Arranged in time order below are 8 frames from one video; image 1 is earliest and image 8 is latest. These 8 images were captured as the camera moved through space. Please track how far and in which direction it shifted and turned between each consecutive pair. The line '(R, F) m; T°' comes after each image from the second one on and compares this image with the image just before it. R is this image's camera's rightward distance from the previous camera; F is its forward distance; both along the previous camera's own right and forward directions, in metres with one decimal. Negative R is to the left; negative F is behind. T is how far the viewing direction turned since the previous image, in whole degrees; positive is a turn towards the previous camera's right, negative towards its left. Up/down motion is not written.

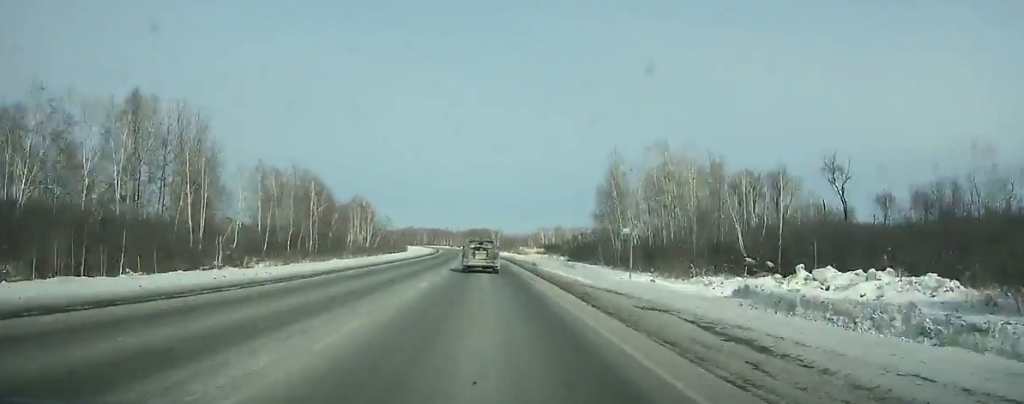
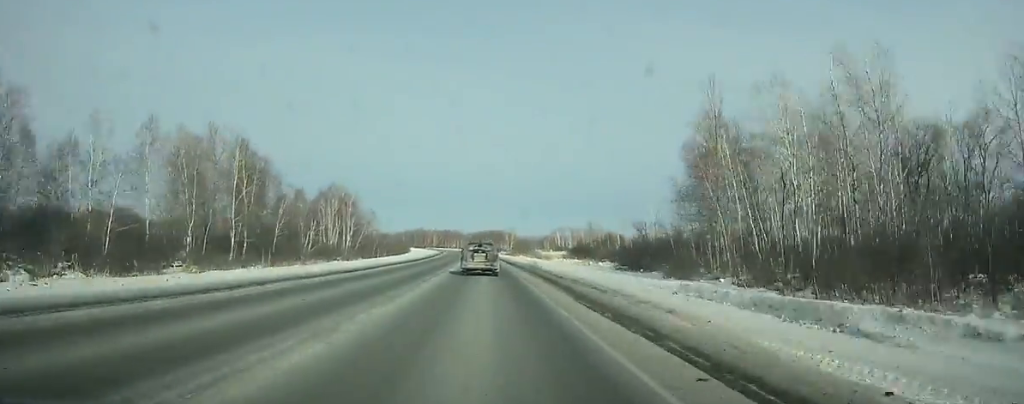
(-0.6, +34.1) m; -1°
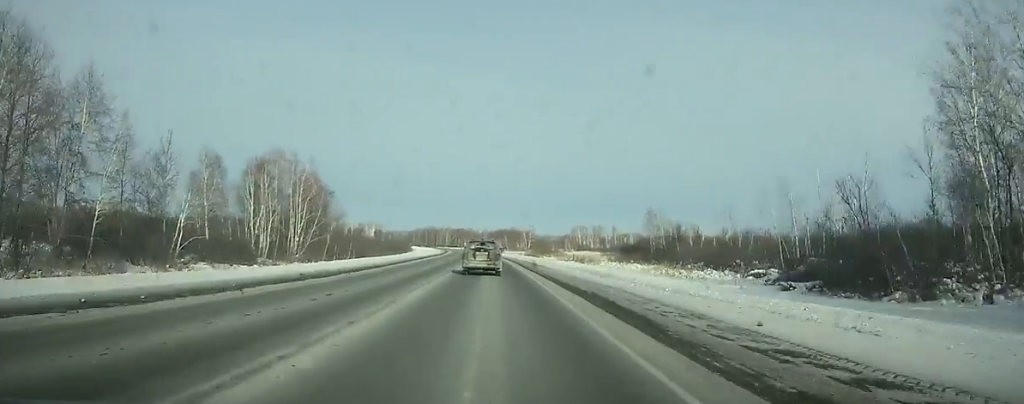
(-0.3, +39.0) m; -1°
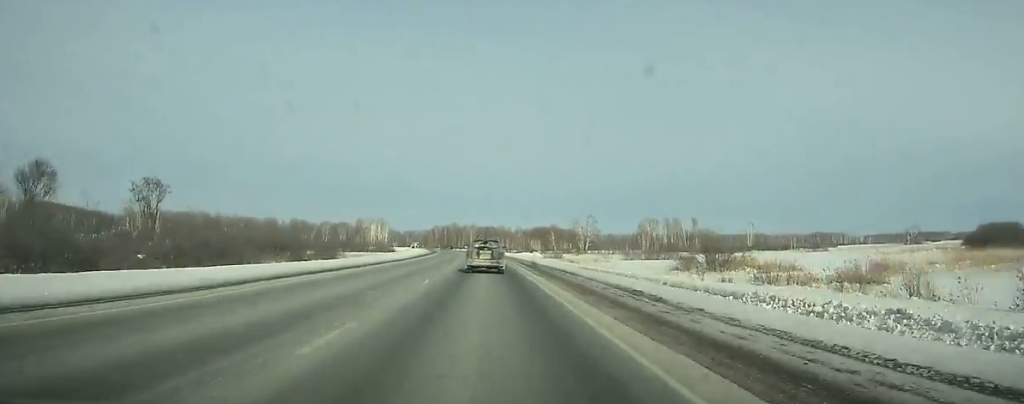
(-4.6, +141.7) m; -4°
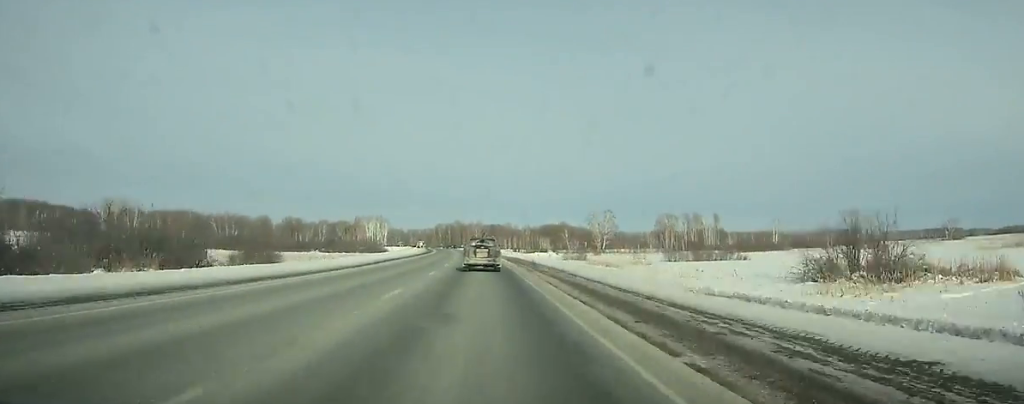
(-0.3, +28.2) m; -1°
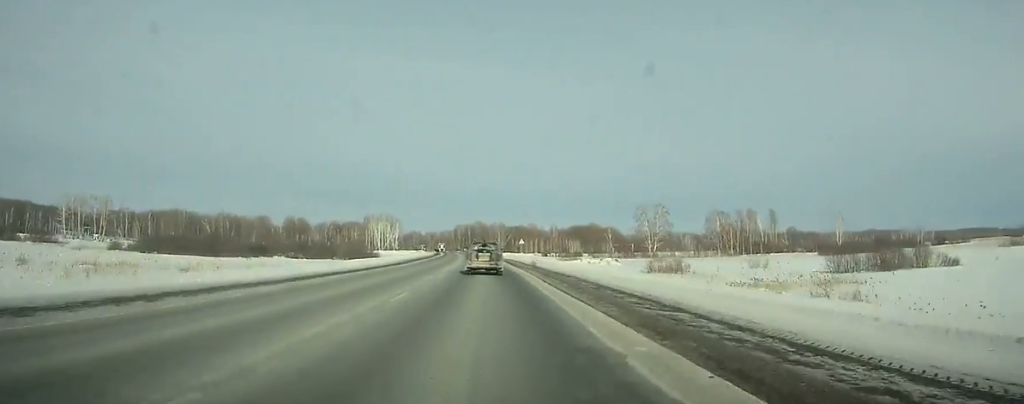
(-0.3, +46.7) m; -1°
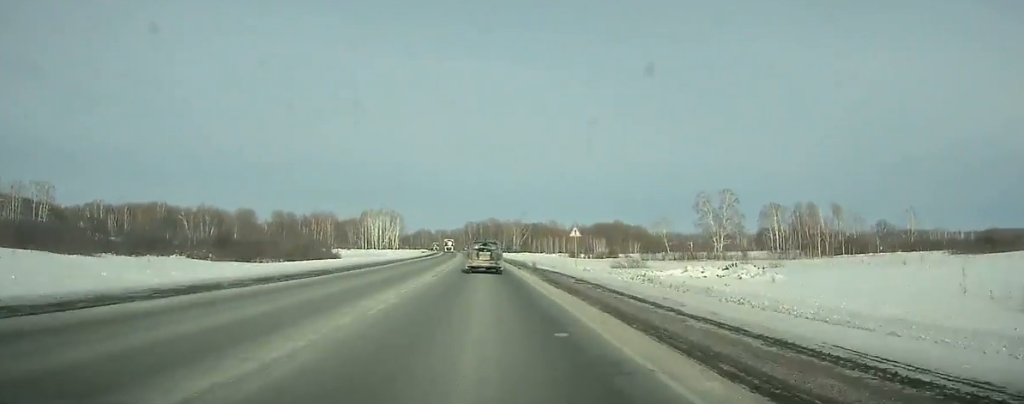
(-0.7, +48.1) m; -2°
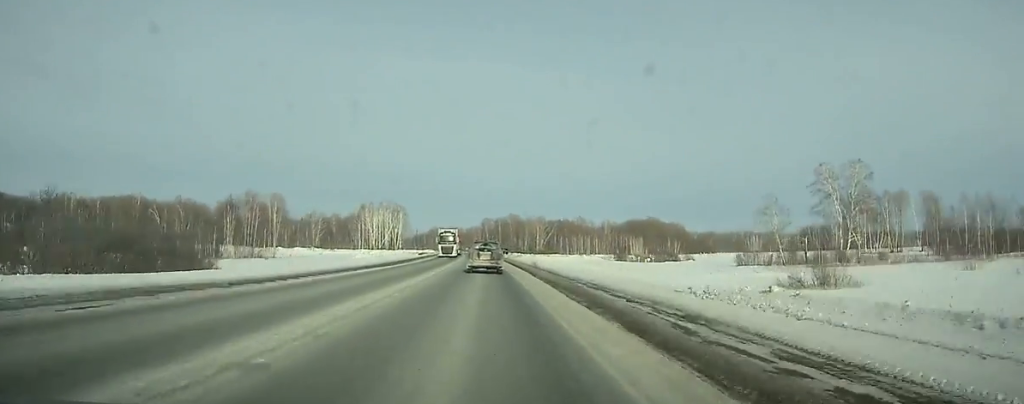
(-1.3, +49.3) m; -2°
